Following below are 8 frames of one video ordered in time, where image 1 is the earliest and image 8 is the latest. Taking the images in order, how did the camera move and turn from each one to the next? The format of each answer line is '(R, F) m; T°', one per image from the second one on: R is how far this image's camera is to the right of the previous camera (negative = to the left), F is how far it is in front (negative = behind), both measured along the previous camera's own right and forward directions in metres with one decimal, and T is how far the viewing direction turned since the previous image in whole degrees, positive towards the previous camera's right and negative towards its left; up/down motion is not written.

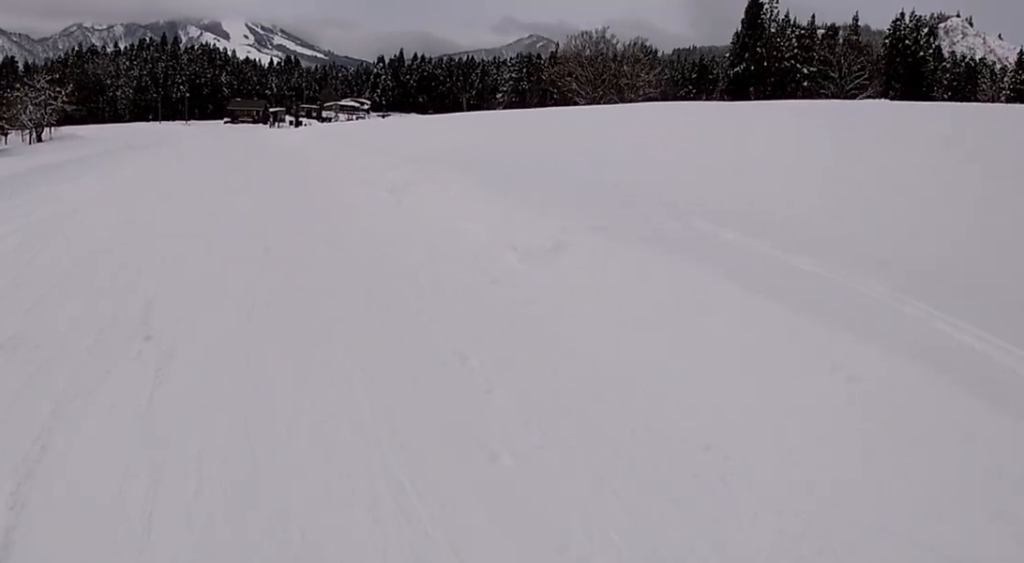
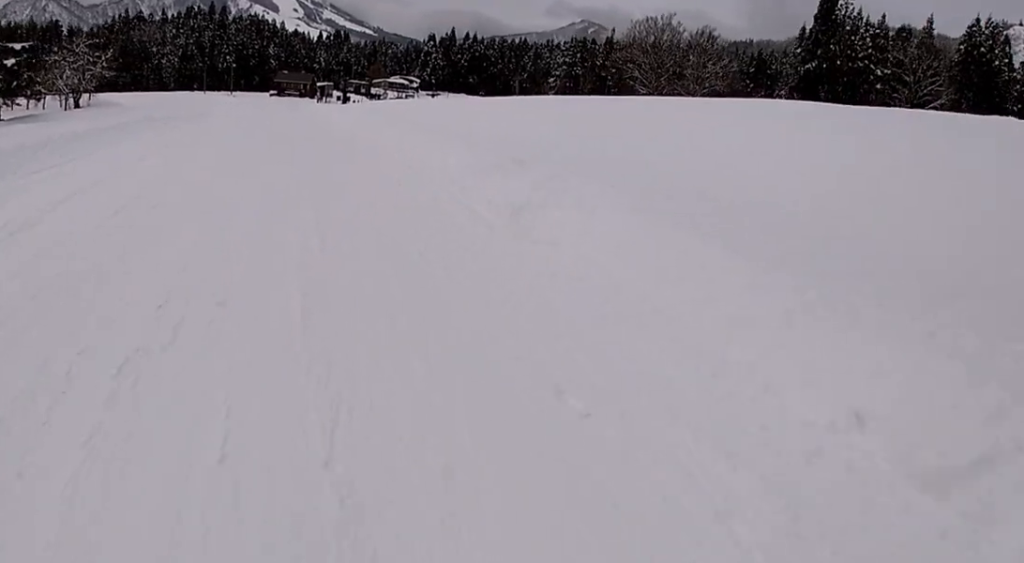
(+0.5, +4.3) m; -1°
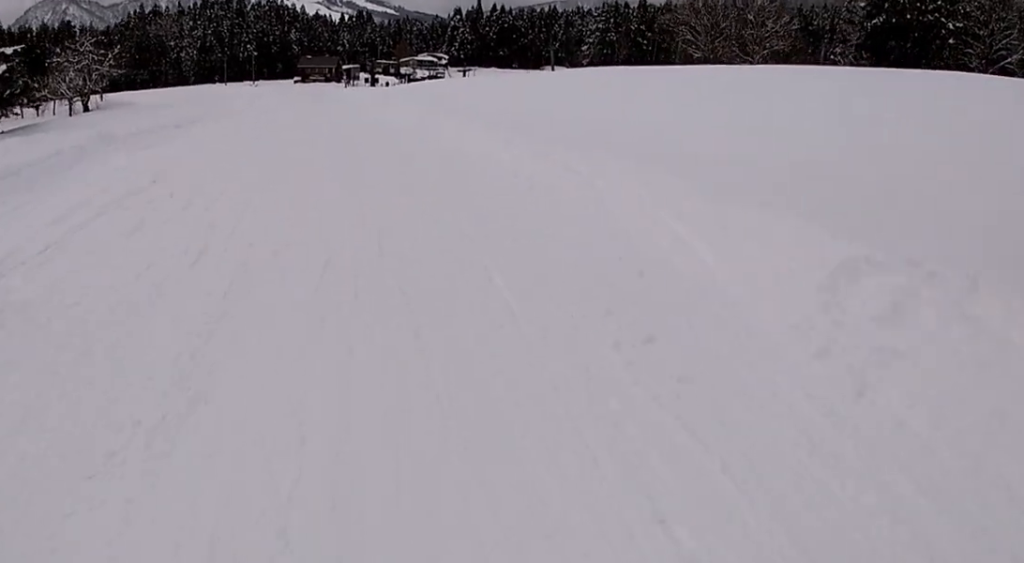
(-0.9, +7.4) m; 0°
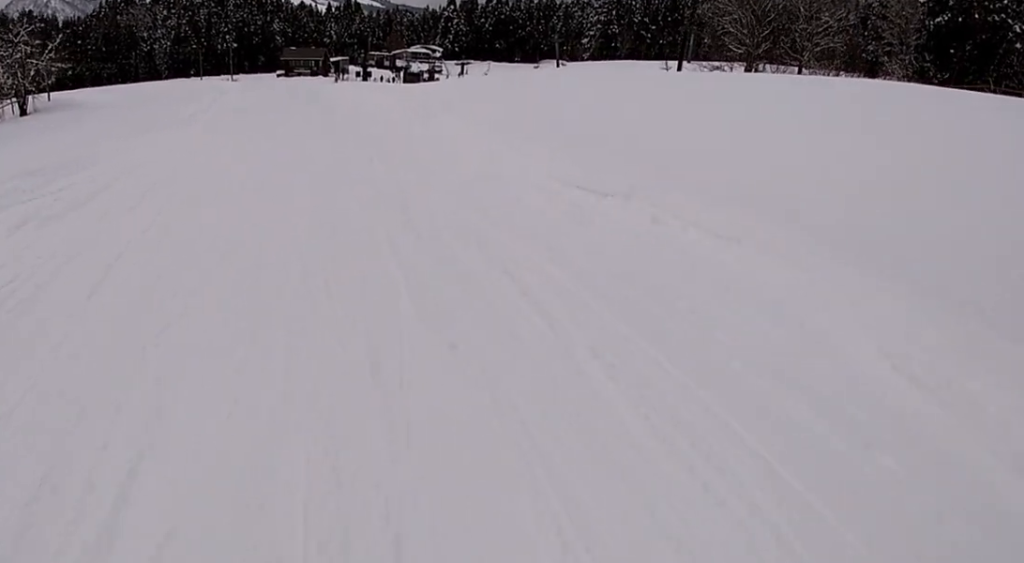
(+0.7, +14.7) m; +2°
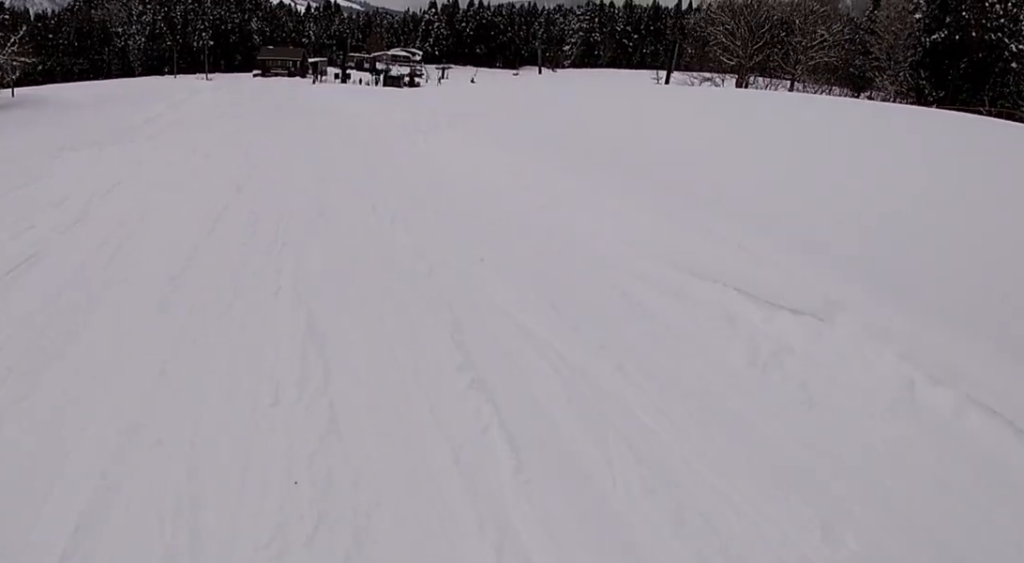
(+0.4, +3.4) m; -1°
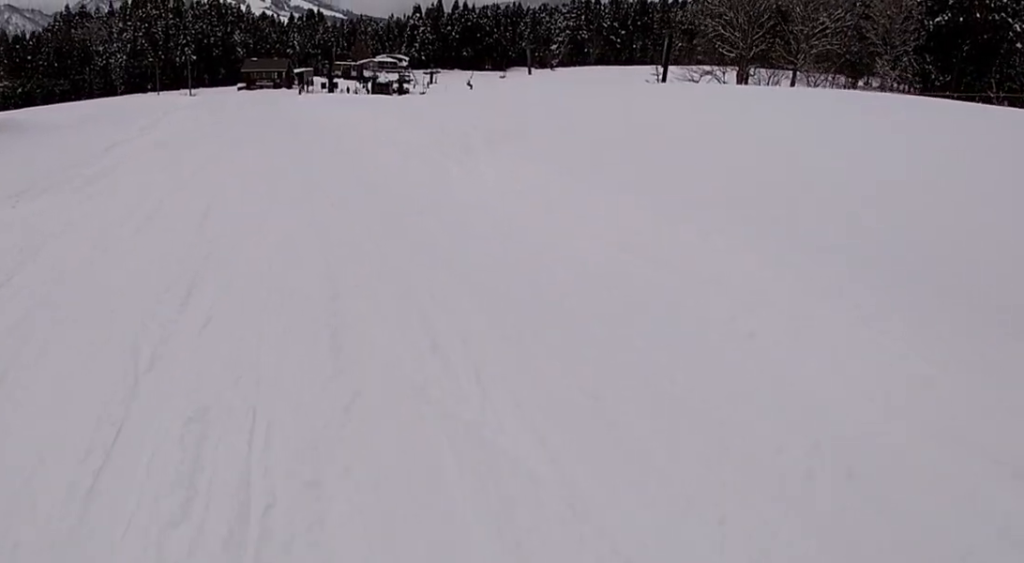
(0.0, +3.4) m; -1°
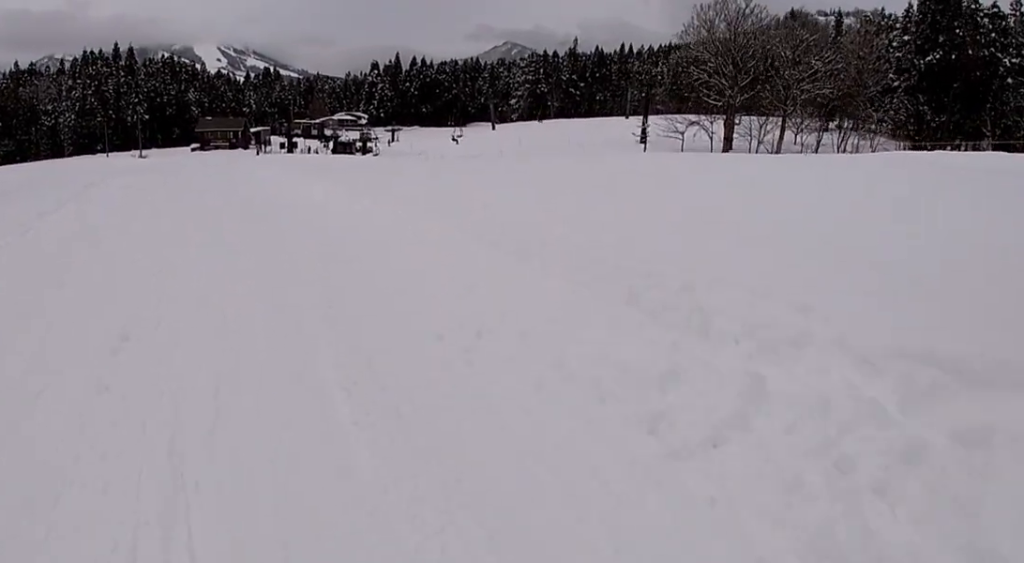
(-0.3, +8.0) m; 0°
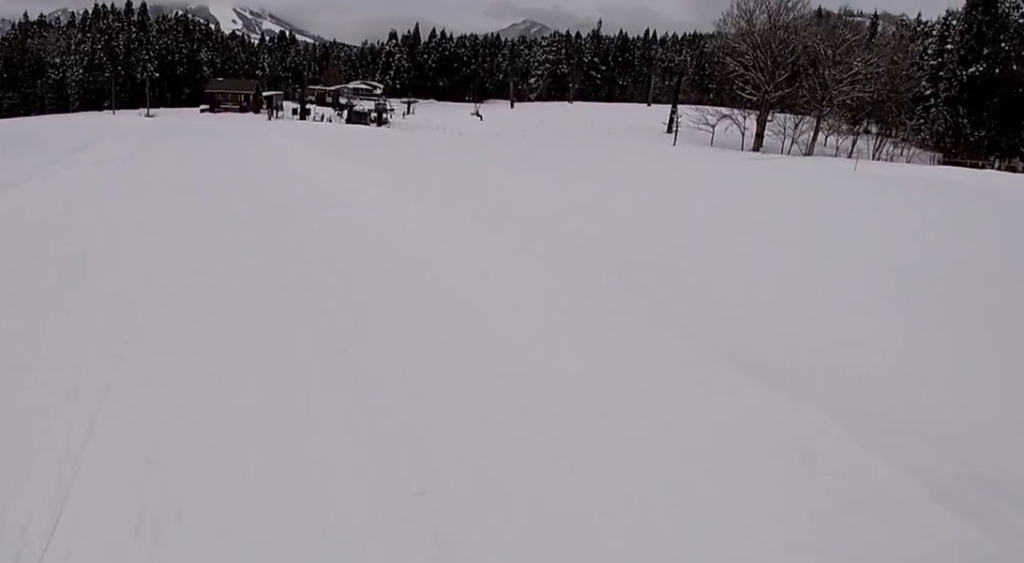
(+0.6, +3.1) m; 0°
